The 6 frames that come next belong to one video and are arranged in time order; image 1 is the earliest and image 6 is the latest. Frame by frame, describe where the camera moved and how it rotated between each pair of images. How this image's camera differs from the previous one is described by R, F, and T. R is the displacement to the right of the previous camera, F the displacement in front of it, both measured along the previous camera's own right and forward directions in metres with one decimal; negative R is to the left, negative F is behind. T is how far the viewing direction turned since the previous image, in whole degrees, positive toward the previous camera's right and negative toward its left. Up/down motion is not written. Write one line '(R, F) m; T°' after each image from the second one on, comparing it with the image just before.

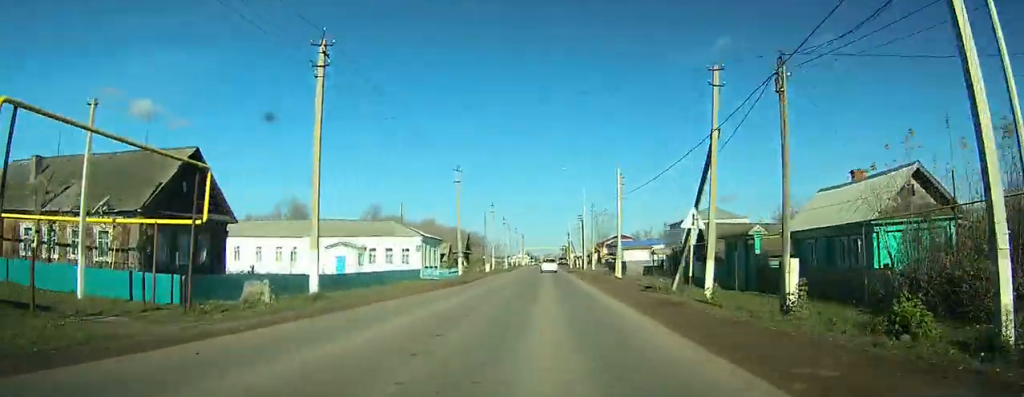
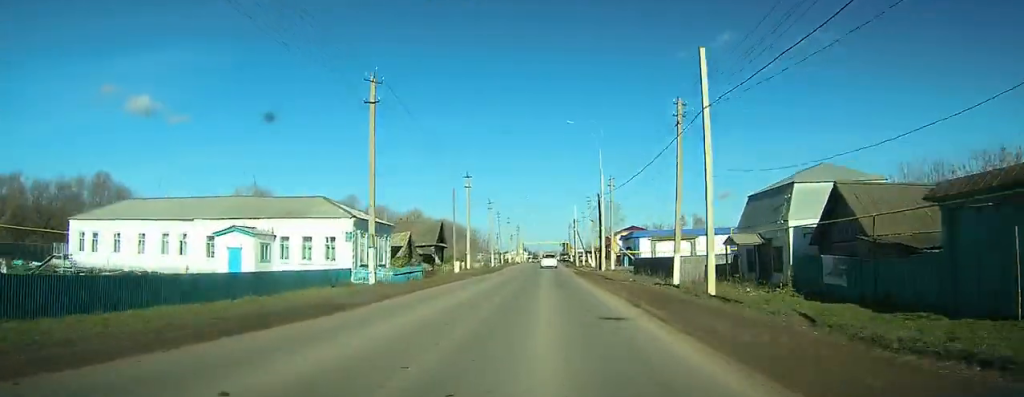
(-0.9, +20.4) m; +1°
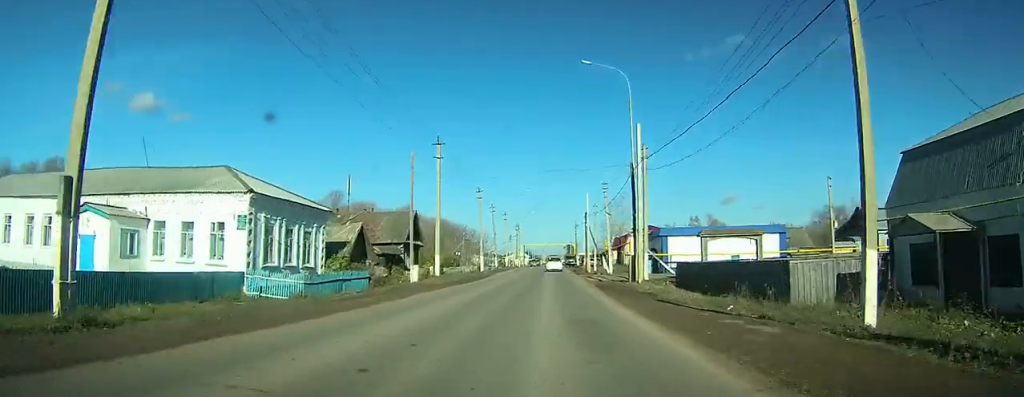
(-1.4, +14.1) m; +3°
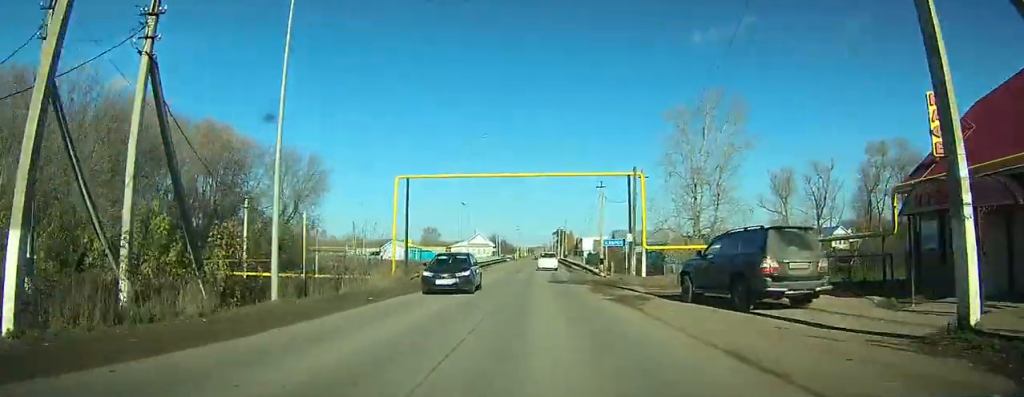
(+6.8, +117.0) m; +1°
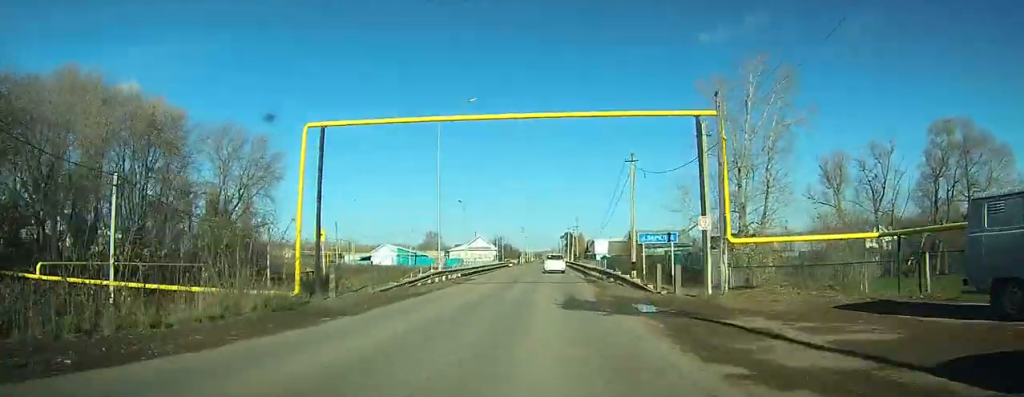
(-0.1, +13.4) m; 0°
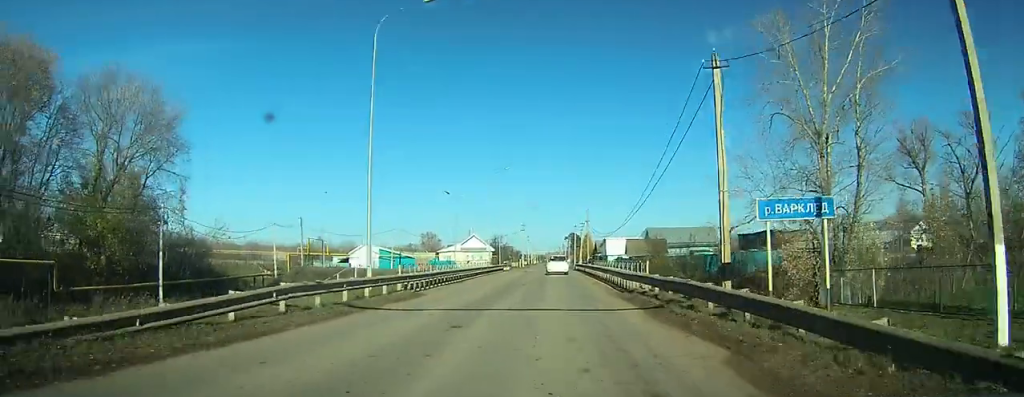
(+0.1, +16.3) m; 0°
